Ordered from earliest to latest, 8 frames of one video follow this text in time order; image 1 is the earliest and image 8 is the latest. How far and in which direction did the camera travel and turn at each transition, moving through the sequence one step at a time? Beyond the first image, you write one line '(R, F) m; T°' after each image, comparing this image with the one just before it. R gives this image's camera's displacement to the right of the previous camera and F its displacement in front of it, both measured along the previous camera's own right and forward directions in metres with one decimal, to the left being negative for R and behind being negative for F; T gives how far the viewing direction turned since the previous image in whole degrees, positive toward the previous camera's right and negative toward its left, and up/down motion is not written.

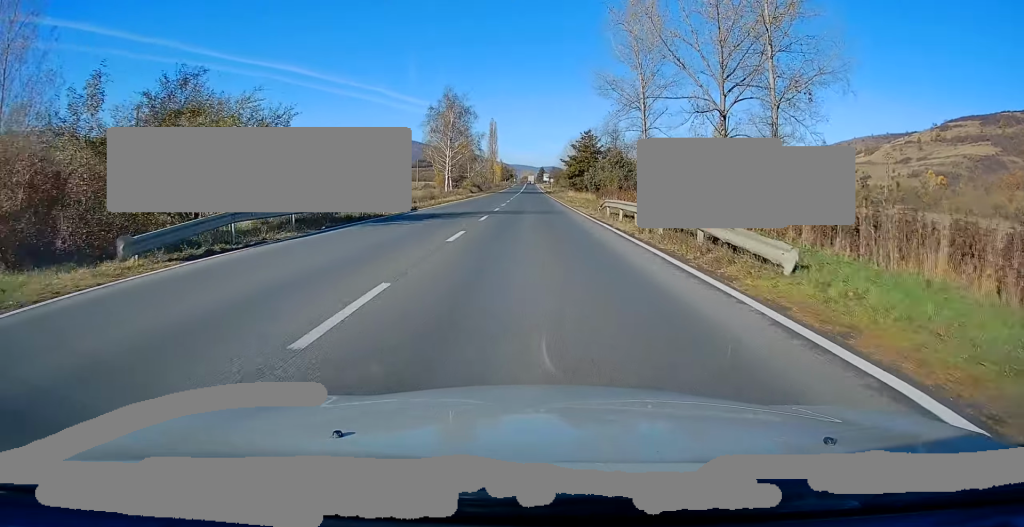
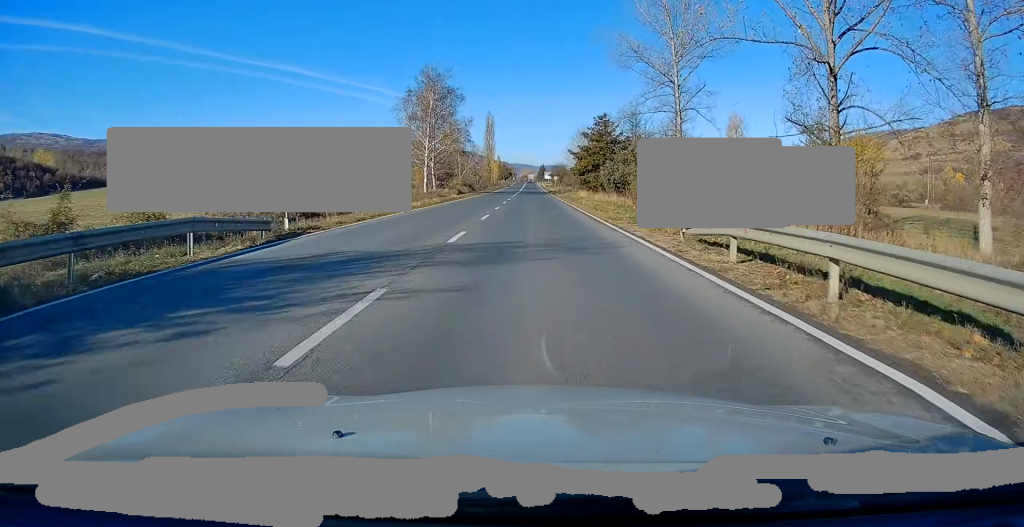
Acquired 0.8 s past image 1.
(+0.2, +18.1) m; 0°
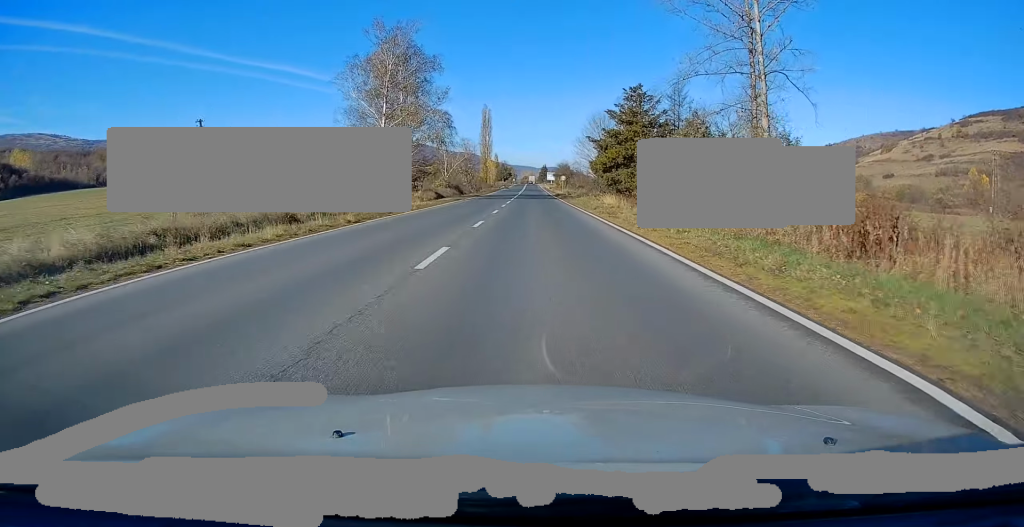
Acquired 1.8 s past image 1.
(-0.4, +21.8) m; 0°
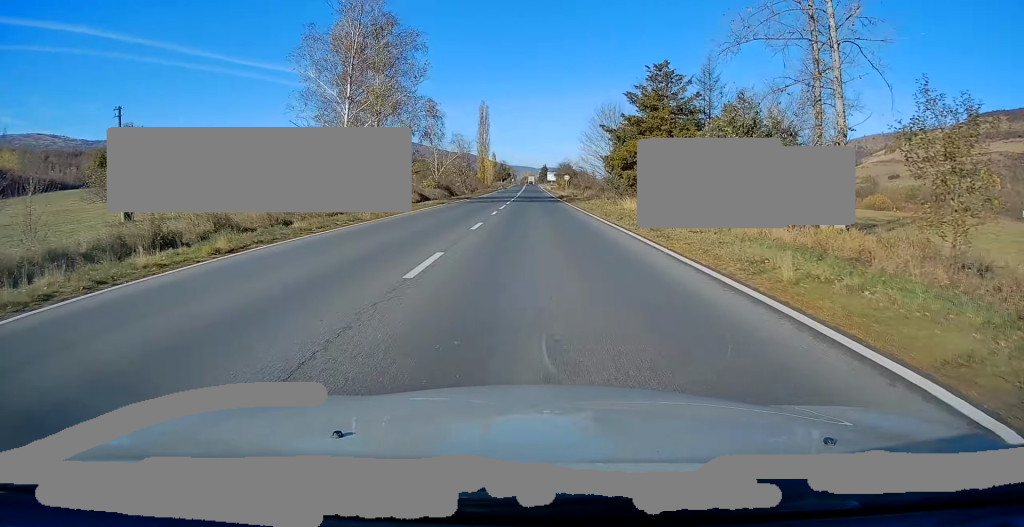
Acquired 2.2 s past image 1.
(+0.2, +9.8) m; 0°
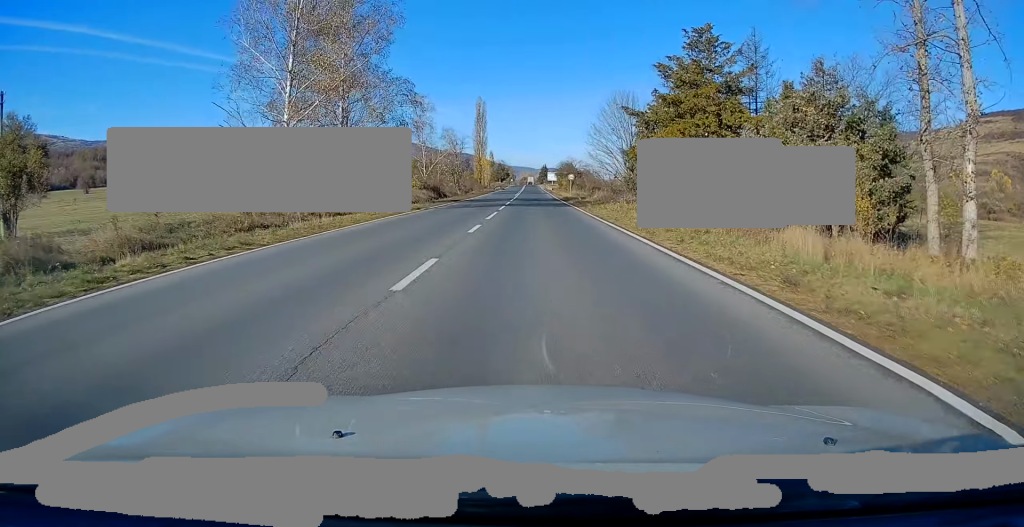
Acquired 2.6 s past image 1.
(+0.2, +9.8) m; 0°
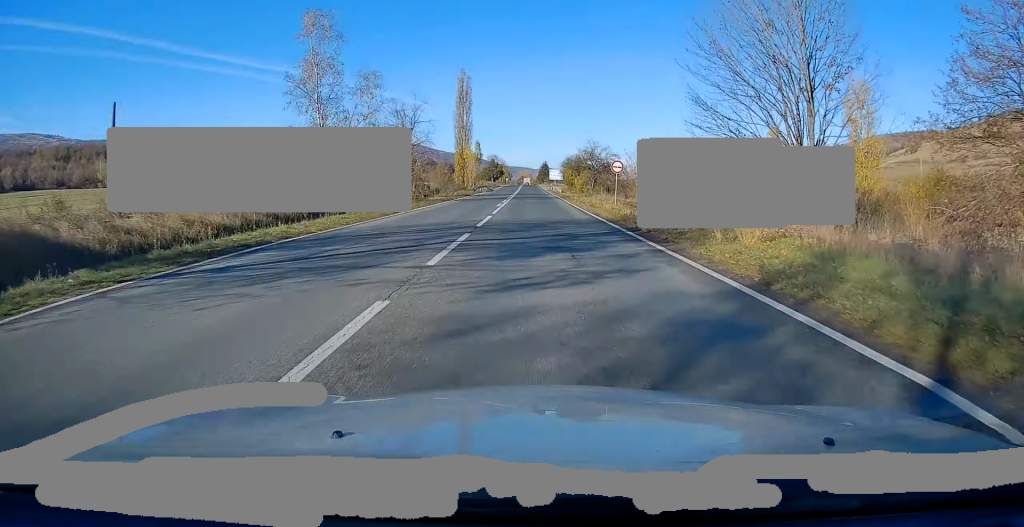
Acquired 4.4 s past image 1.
(-0.1, +39.9) m; +1°
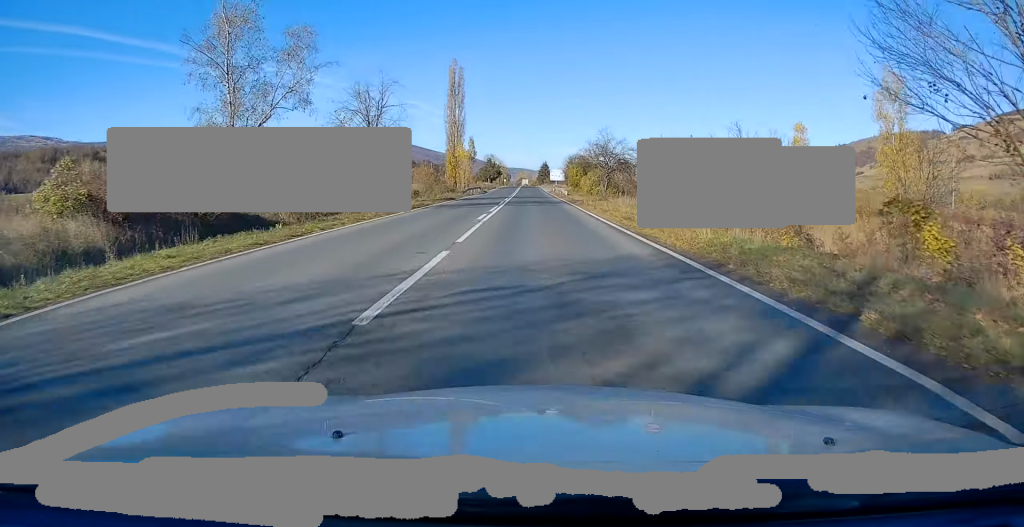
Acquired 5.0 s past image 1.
(+0.1, +12.8) m; 0°
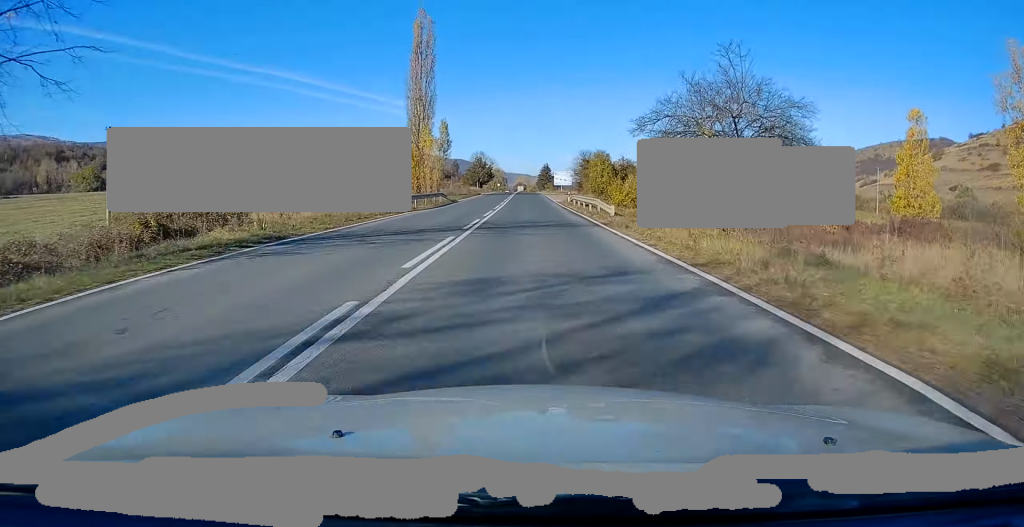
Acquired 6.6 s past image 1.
(-0.7, +36.9) m; -1°
